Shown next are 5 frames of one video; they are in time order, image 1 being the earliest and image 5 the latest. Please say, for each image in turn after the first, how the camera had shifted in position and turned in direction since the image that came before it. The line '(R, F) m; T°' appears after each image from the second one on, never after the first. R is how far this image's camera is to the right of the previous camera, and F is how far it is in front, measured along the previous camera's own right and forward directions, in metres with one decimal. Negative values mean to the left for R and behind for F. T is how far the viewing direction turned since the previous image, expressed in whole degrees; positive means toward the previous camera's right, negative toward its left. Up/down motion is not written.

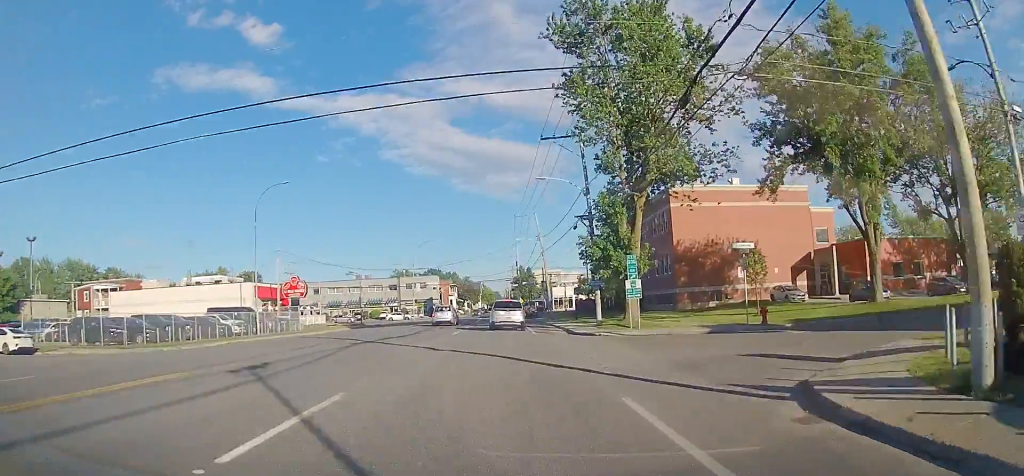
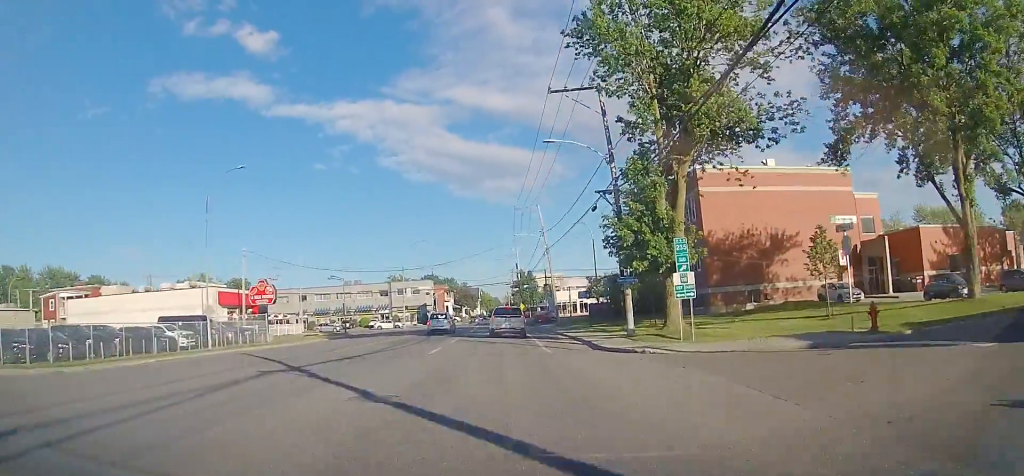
(0.0, +8.1) m; 0°
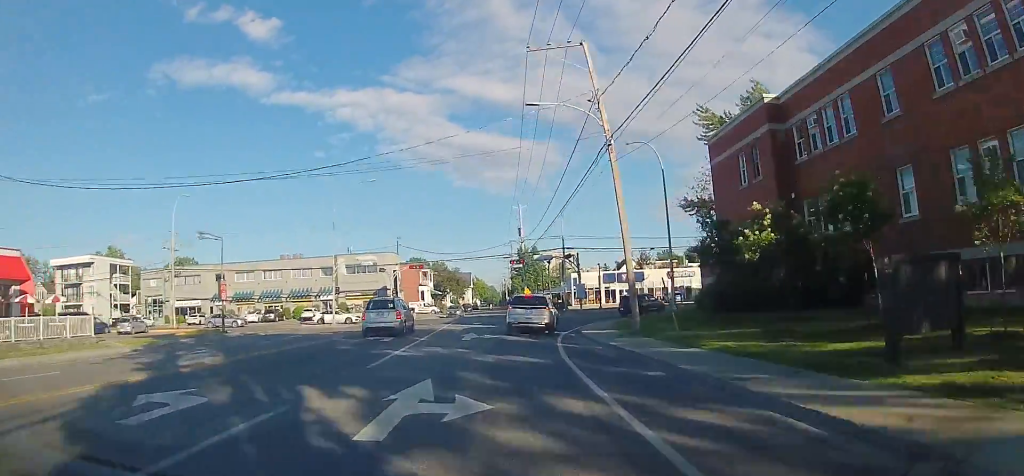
(+0.1, +32.1) m; 0°
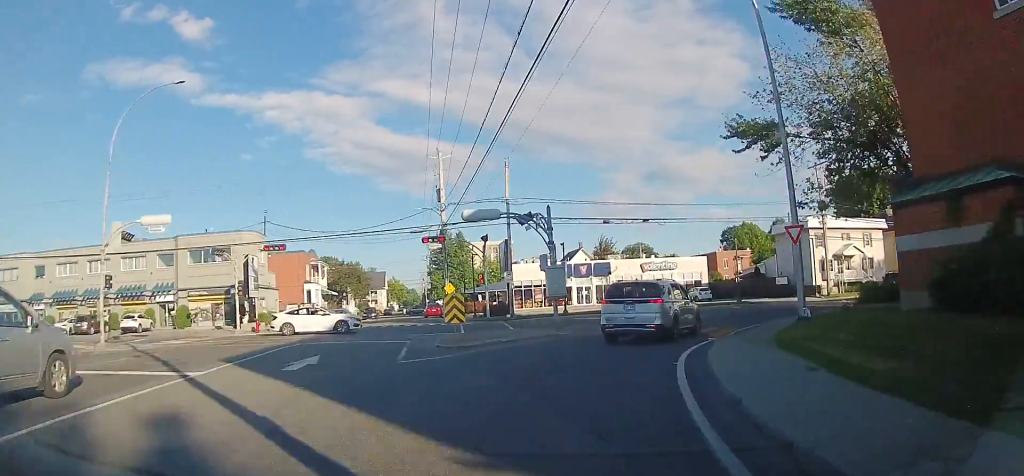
(0.0, +24.3) m; +1°
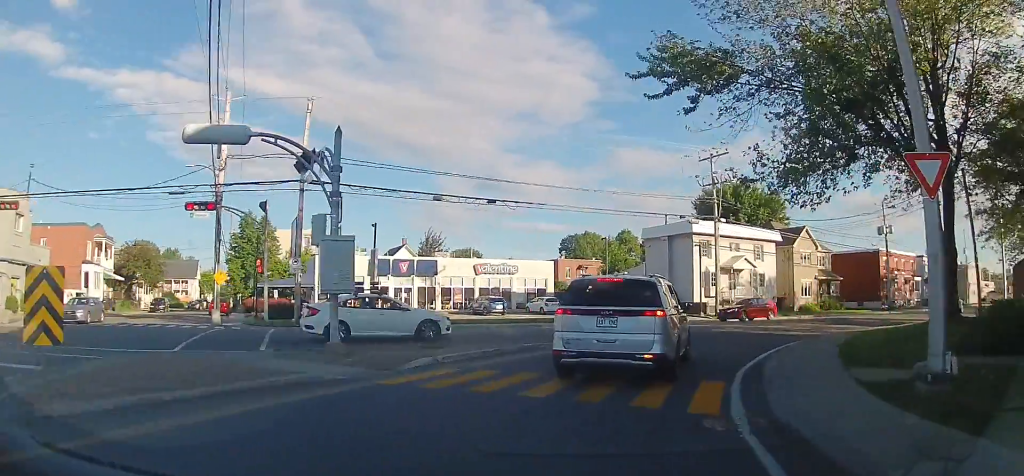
(+0.6, +13.4) m; +6°
